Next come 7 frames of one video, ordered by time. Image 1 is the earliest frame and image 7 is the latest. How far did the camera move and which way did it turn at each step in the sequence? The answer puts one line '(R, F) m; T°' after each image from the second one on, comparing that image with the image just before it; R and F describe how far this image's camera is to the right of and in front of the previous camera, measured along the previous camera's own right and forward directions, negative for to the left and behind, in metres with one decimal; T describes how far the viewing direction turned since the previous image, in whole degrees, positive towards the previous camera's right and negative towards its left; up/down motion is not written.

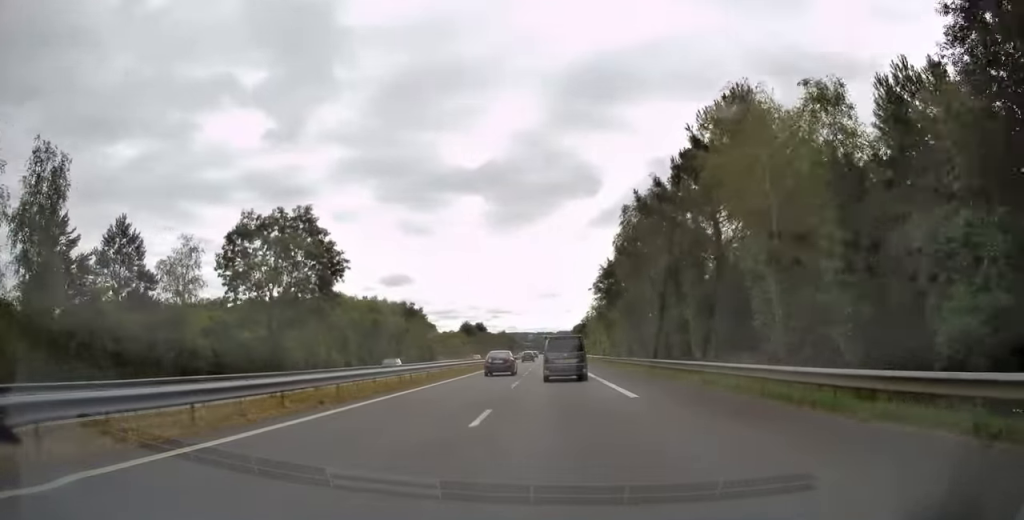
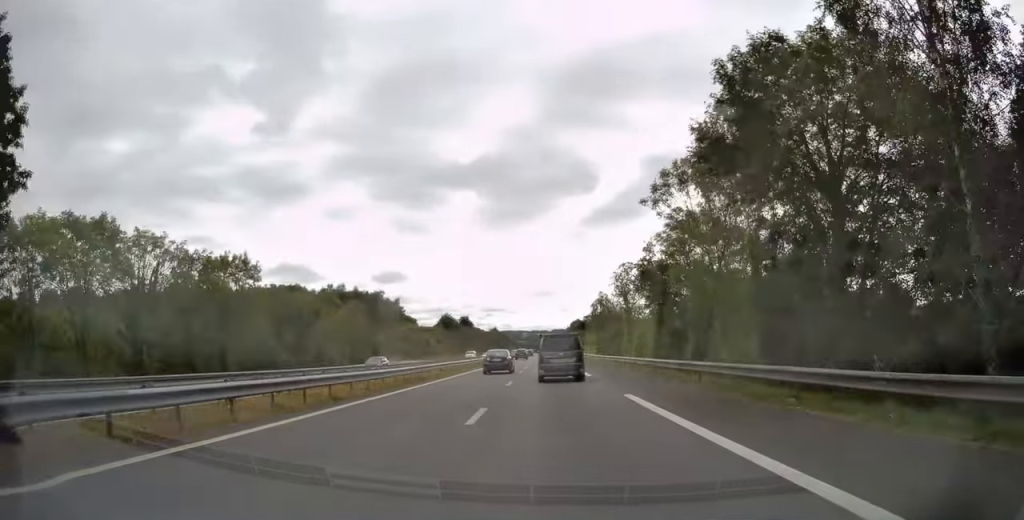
(-0.3, +38.2) m; -1°
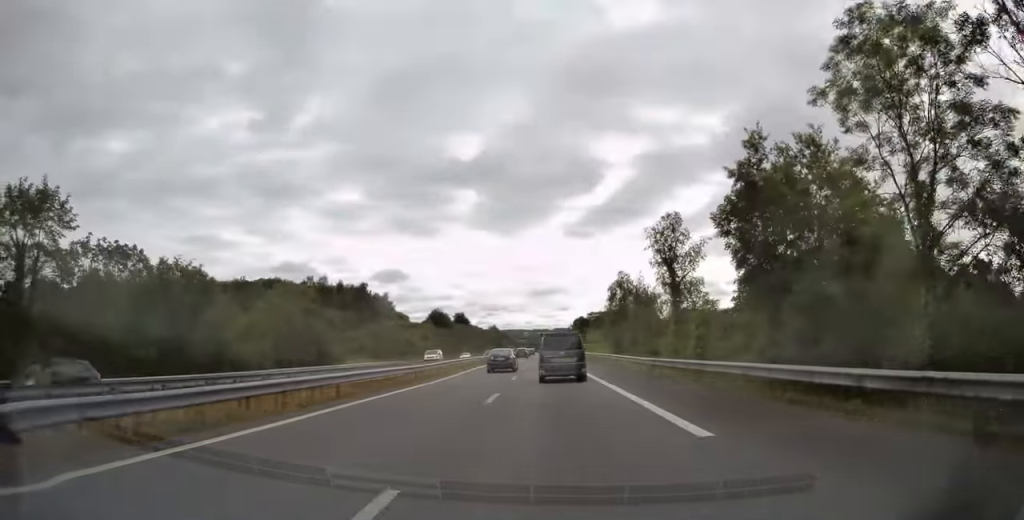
(-0.3, +21.1) m; 0°
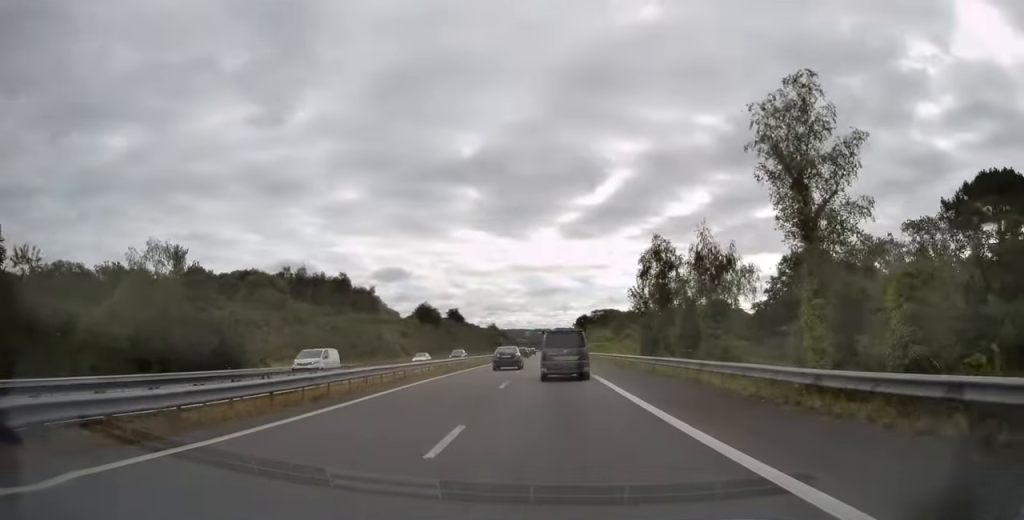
(+0.3, +20.6) m; 0°
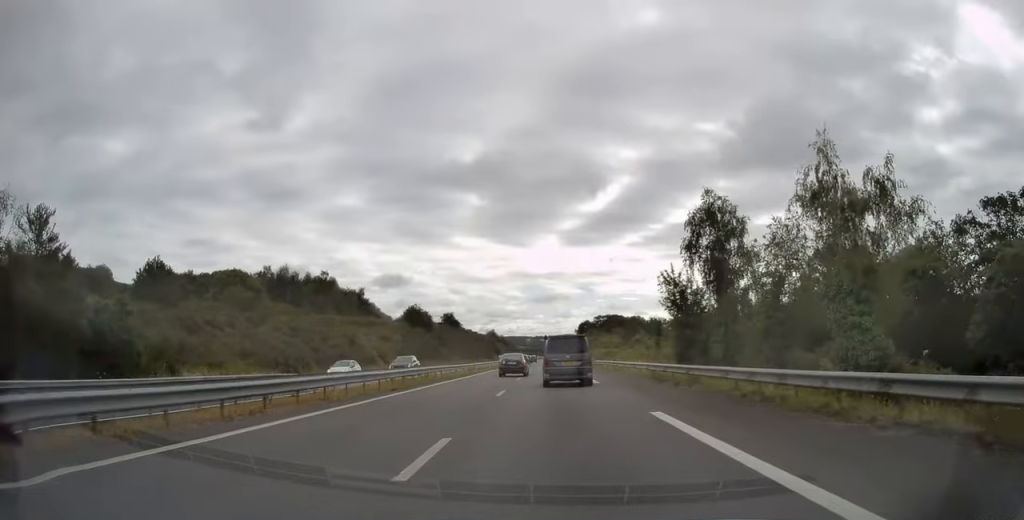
(+0.1, +14.4) m; 0°
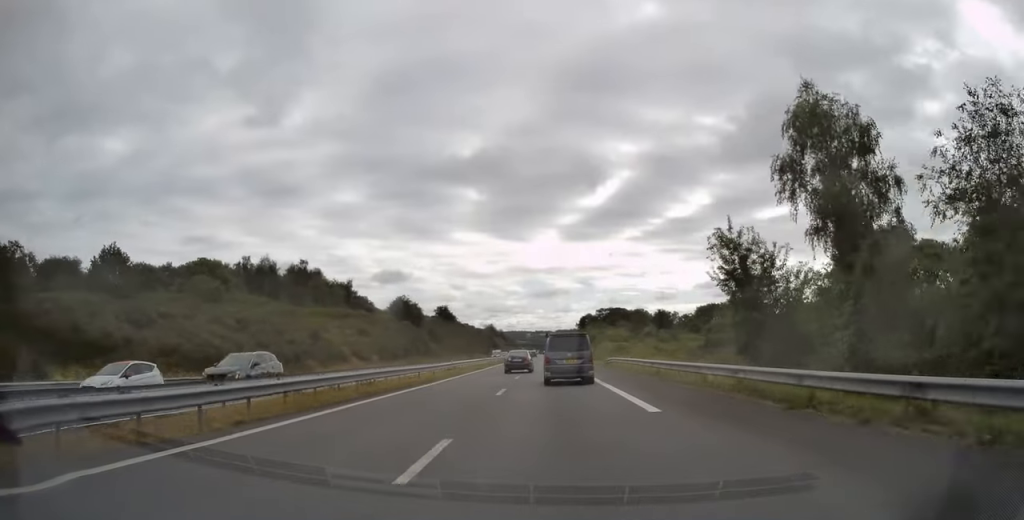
(-0.2, +12.8) m; 0°
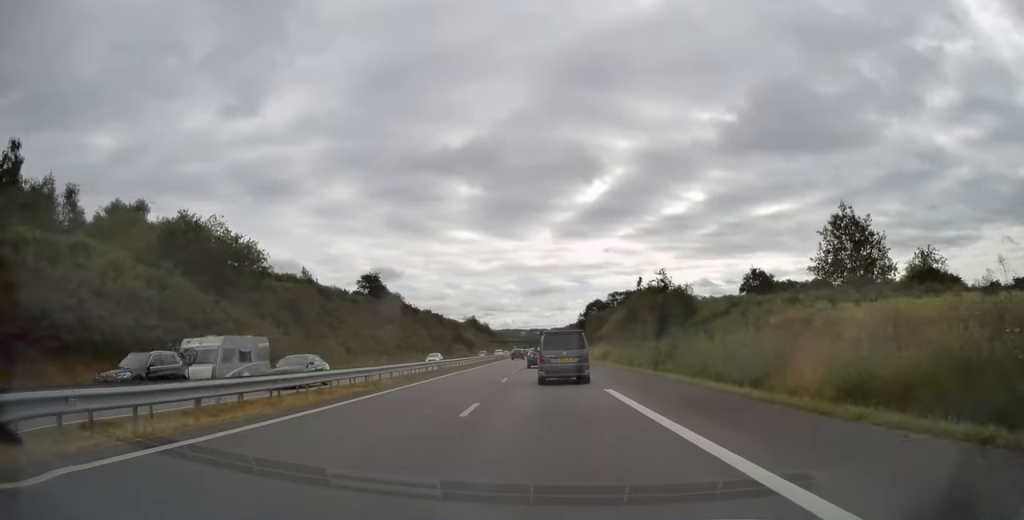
(+0.5, +83.6) m; 0°
